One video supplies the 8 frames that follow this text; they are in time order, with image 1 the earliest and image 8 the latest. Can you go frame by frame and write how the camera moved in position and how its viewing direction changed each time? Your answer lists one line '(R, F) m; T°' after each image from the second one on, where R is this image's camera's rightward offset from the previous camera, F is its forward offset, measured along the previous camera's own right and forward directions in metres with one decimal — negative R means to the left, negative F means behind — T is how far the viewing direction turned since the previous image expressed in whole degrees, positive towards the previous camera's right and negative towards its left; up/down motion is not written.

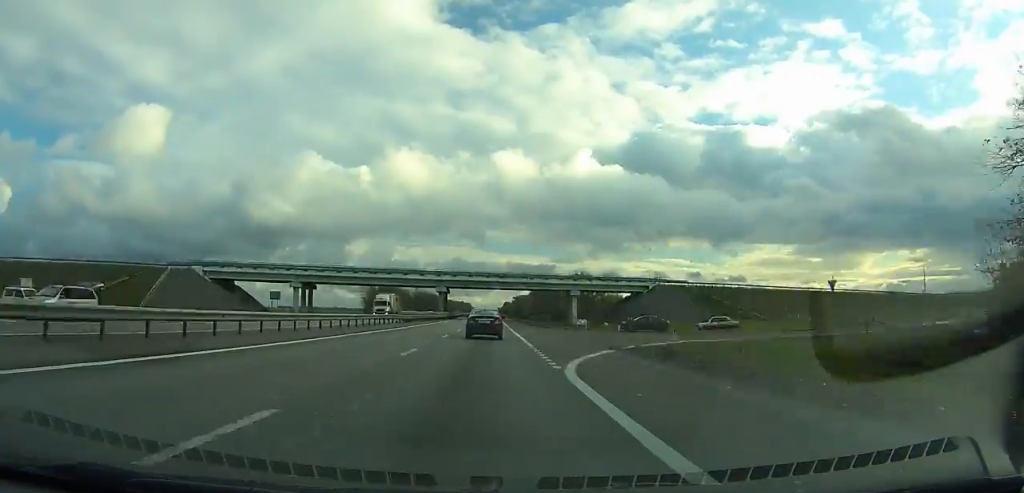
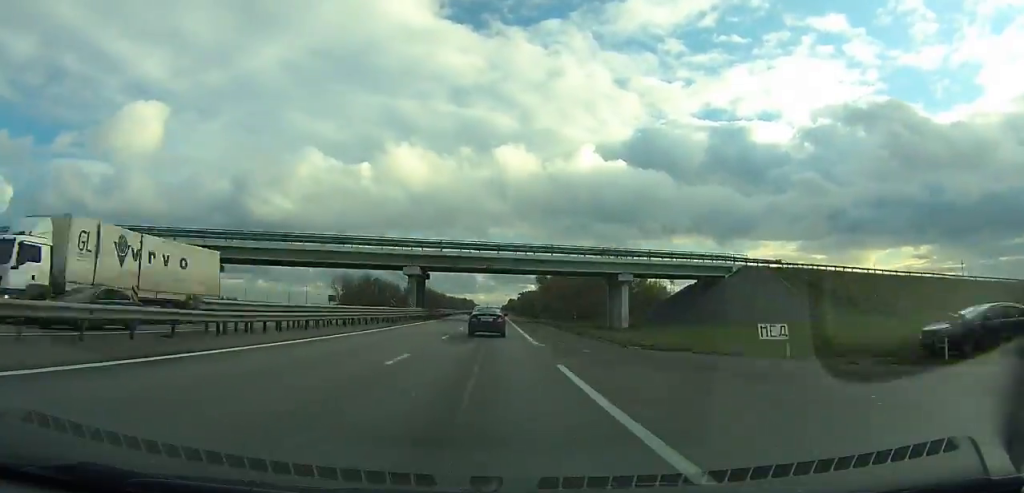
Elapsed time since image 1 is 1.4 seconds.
(-0.3, +39.4) m; 0°
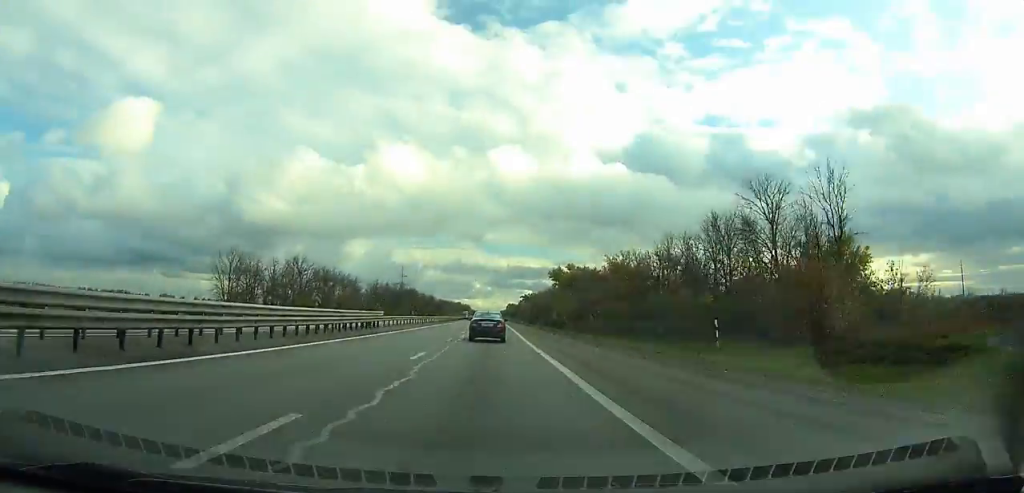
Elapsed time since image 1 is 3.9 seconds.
(+0.1, +70.1) m; 0°
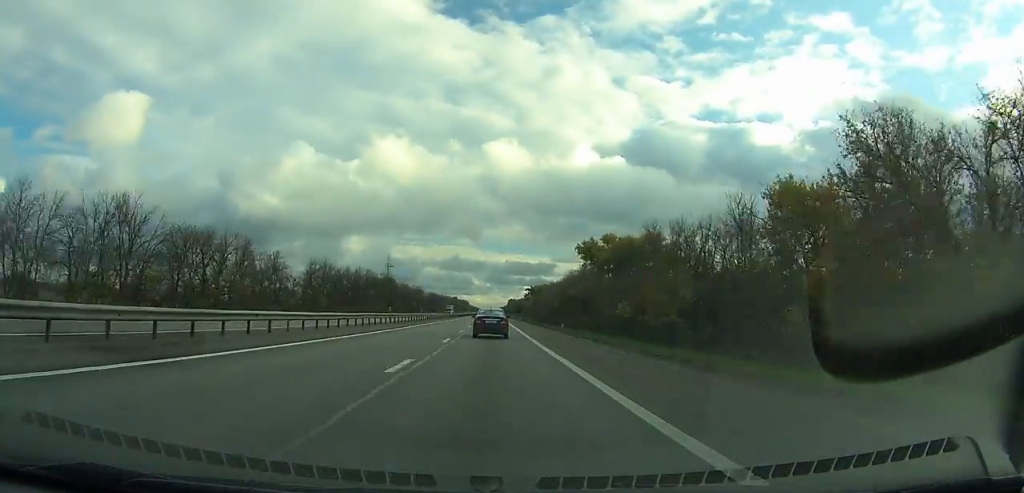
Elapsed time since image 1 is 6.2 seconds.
(+0.2, +64.8) m; 0°
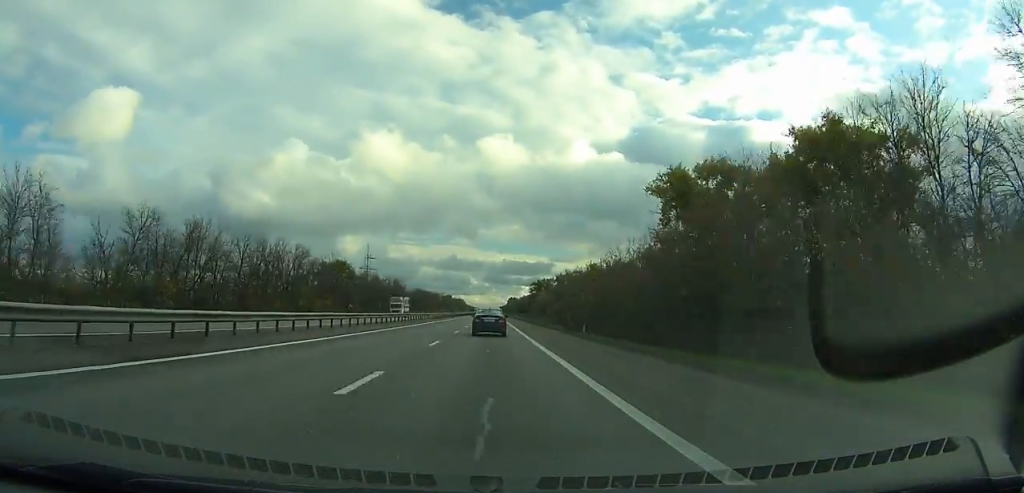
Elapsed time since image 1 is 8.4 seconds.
(-0.1, +62.5) m; 0°
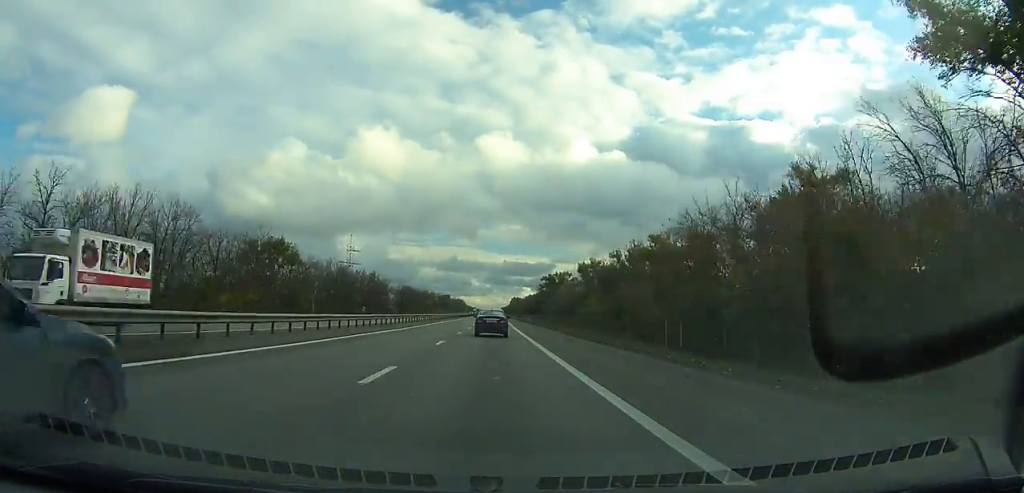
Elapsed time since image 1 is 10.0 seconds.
(0.0, +46.3) m; 0°
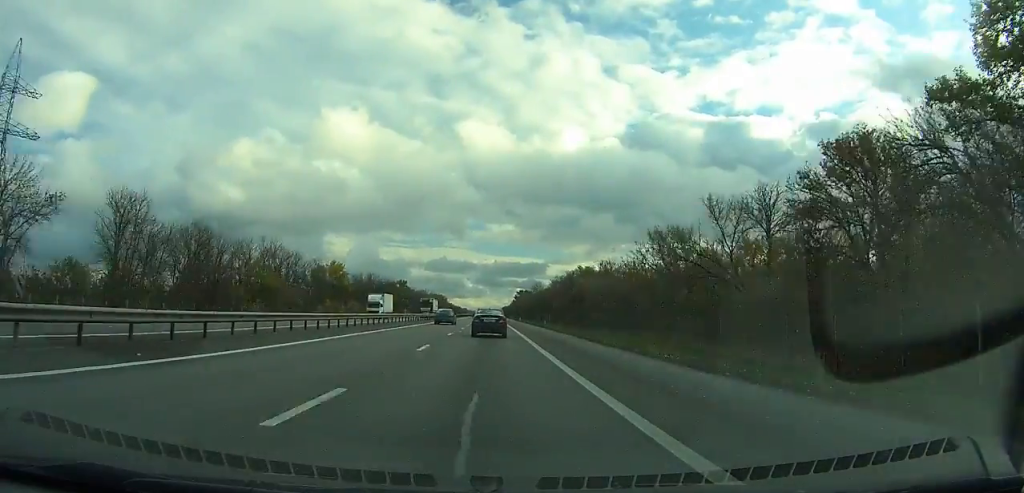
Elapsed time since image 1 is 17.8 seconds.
(-0.2, +229.2) m; 0°
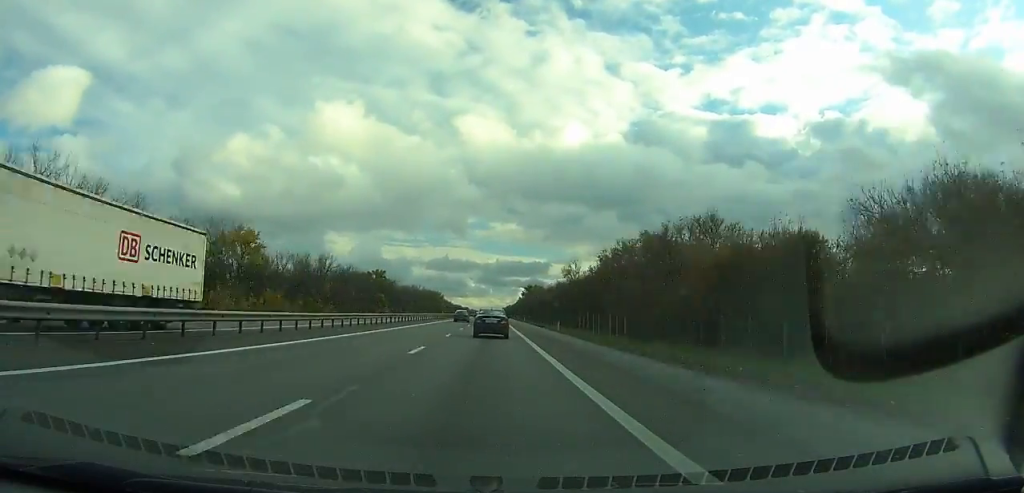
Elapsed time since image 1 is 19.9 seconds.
(+0.1, +61.9) m; 0°
